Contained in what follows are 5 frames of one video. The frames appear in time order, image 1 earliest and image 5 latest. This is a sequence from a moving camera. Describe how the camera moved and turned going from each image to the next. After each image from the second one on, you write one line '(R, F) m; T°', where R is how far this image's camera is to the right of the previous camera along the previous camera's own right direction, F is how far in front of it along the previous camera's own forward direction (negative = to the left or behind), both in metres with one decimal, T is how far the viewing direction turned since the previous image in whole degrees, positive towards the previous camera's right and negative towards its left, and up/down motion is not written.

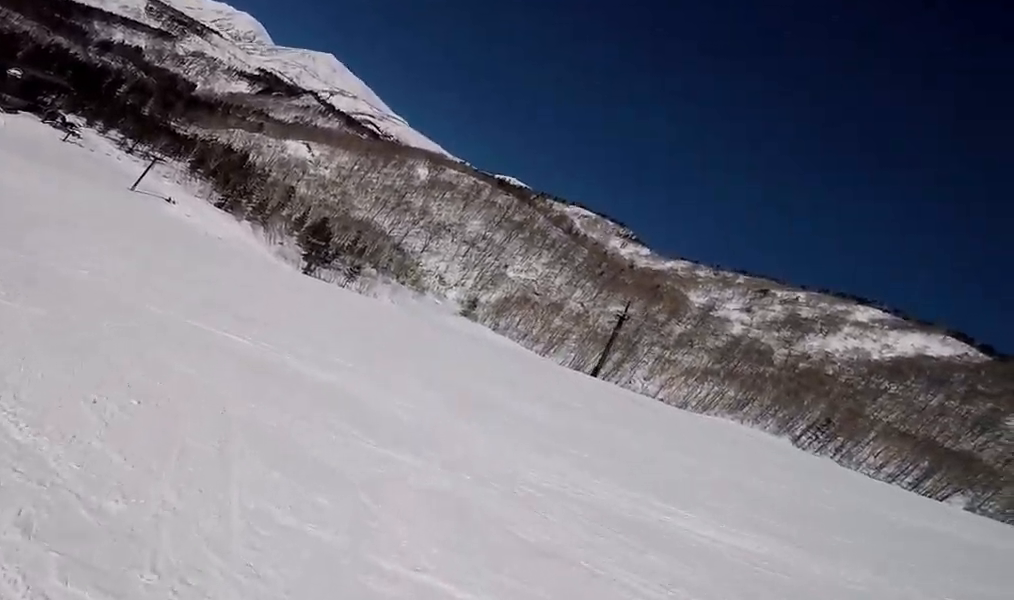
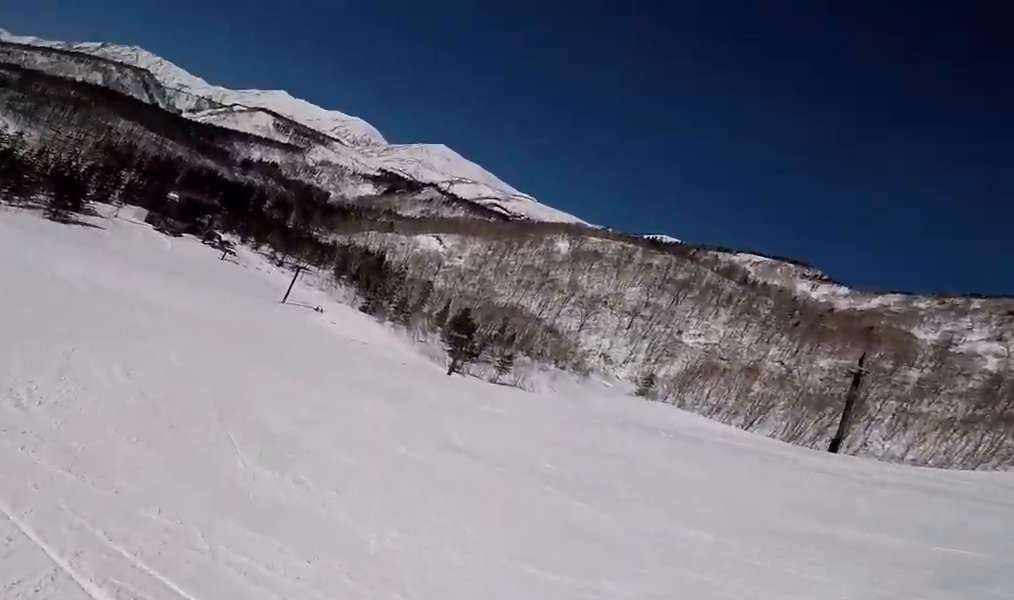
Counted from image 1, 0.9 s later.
(-0.1, +4.3) m; -20°
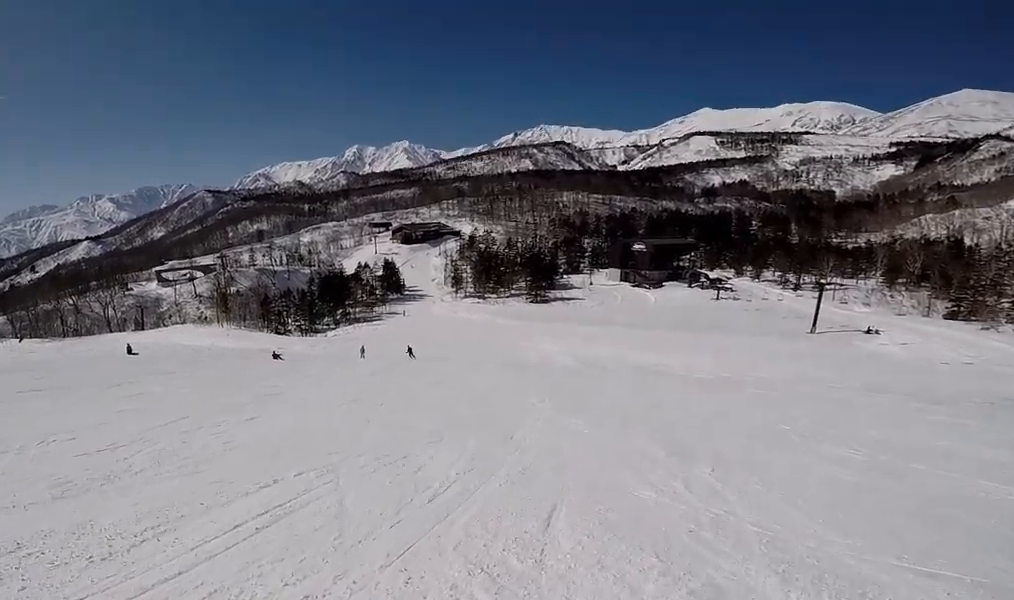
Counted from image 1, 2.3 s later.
(-2.5, +5.4) m; -46°
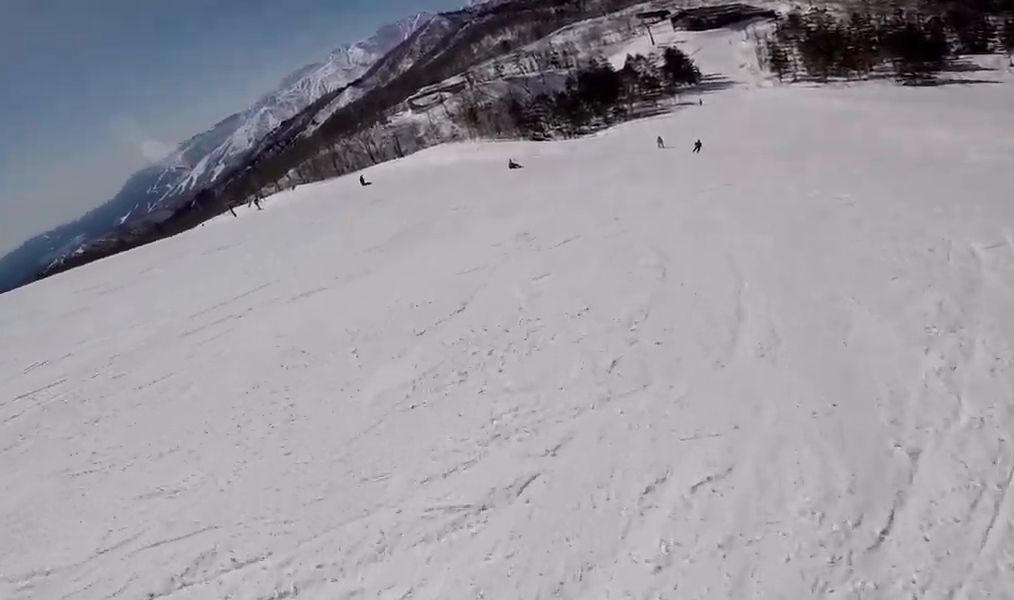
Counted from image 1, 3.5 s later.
(-1.5, +5.4) m; -30°
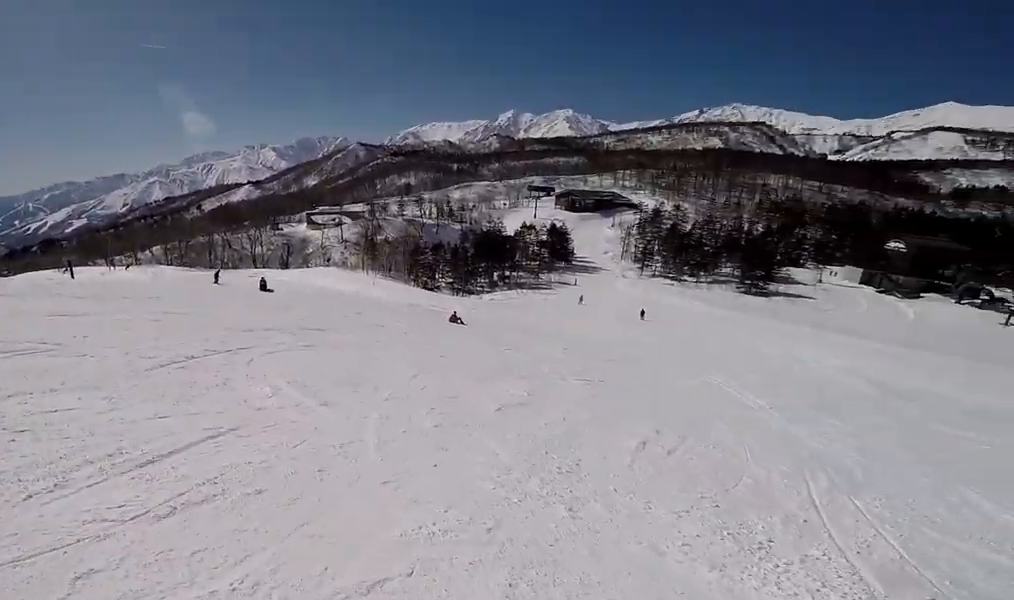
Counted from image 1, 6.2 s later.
(-5.5, +10.9) m; -15°
